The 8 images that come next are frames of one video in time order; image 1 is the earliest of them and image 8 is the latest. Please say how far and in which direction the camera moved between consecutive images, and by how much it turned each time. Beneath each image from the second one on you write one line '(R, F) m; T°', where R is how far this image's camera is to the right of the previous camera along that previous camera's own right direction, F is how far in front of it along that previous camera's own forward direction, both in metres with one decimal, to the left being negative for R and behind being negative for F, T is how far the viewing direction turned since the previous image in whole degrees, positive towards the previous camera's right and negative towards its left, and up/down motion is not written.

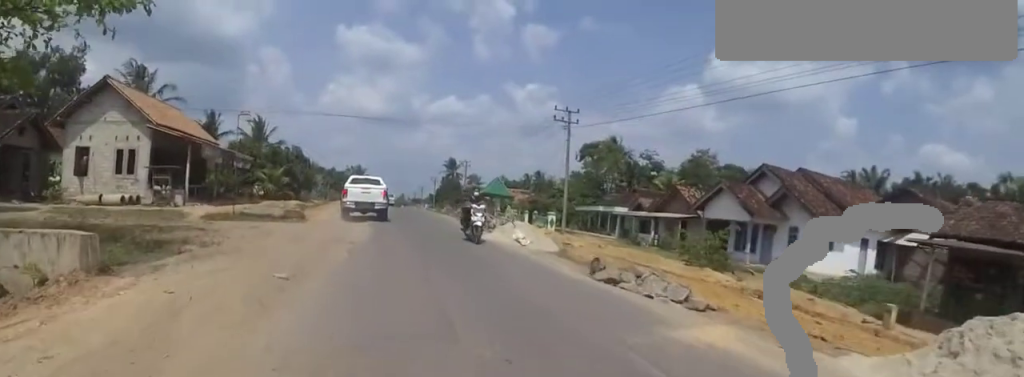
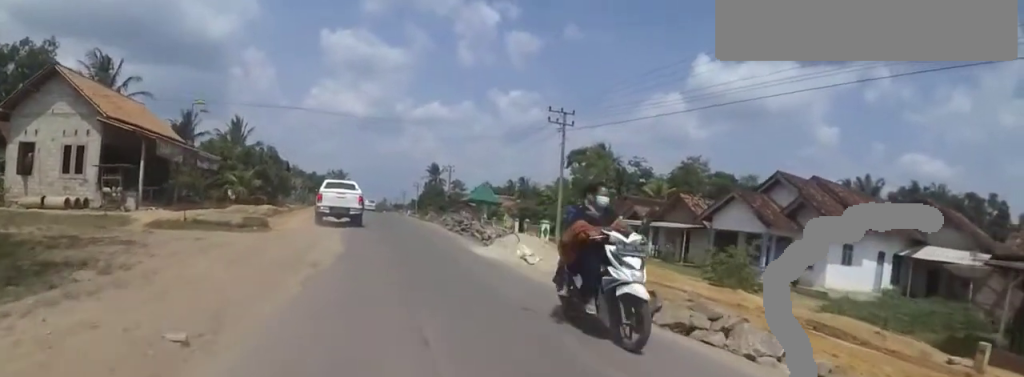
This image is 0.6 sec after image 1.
(0.0, +2.4) m; 0°
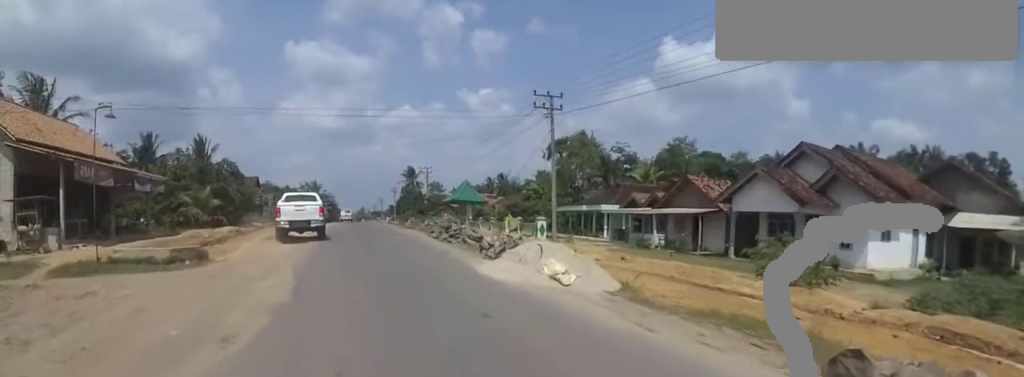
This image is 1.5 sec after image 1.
(0.0, +3.4) m; 0°
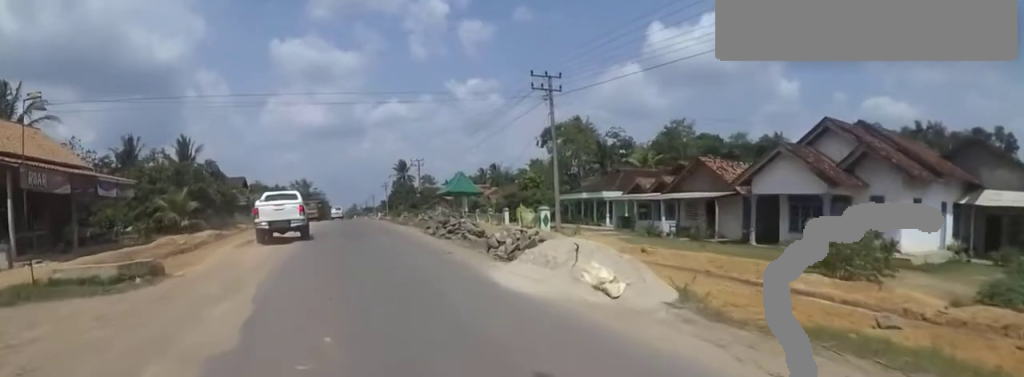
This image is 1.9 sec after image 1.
(0.0, +2.0) m; 0°
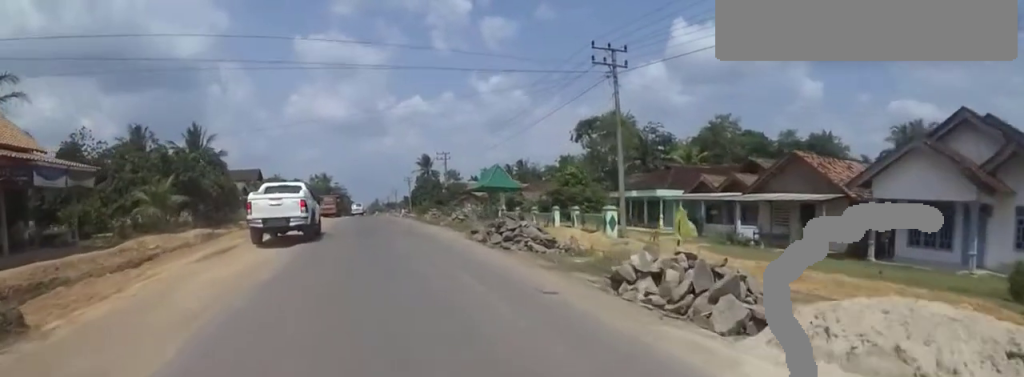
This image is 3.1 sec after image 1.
(0.0, +5.3) m; 0°
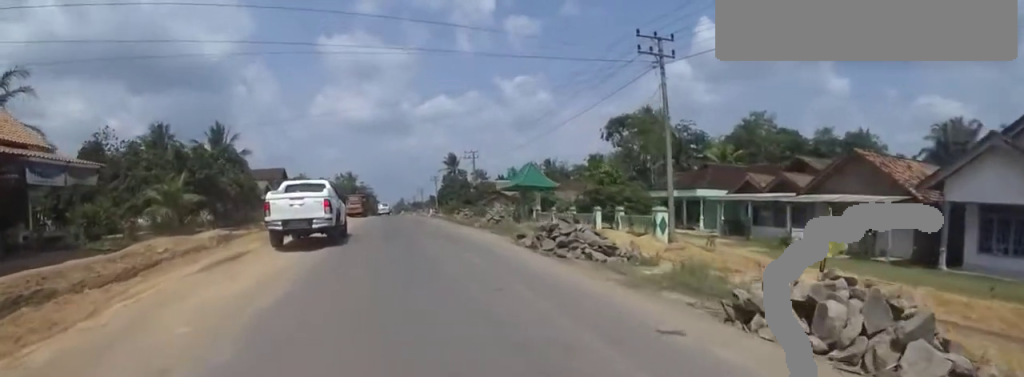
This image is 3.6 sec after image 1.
(0.0, +1.7) m; 0°
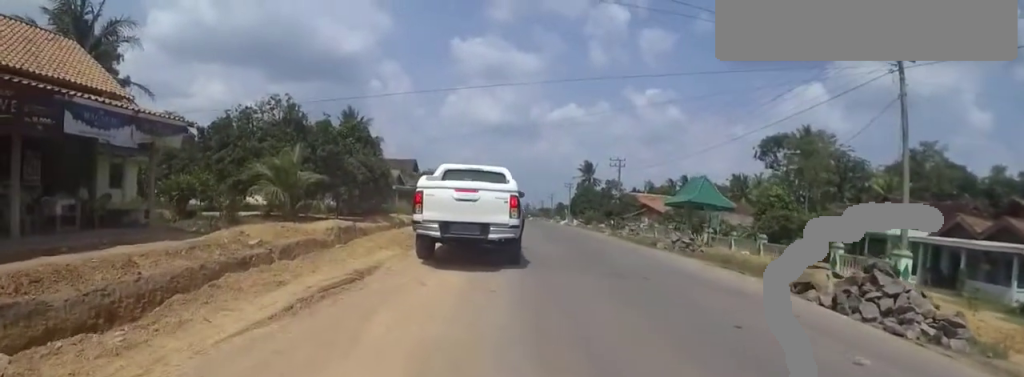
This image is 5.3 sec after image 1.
(0.0, +5.7) m; 0°
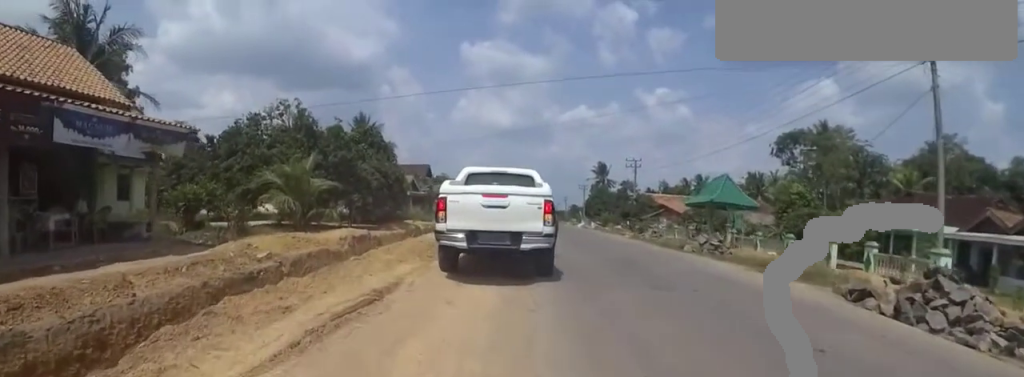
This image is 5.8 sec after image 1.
(0.0, +1.1) m; 0°
